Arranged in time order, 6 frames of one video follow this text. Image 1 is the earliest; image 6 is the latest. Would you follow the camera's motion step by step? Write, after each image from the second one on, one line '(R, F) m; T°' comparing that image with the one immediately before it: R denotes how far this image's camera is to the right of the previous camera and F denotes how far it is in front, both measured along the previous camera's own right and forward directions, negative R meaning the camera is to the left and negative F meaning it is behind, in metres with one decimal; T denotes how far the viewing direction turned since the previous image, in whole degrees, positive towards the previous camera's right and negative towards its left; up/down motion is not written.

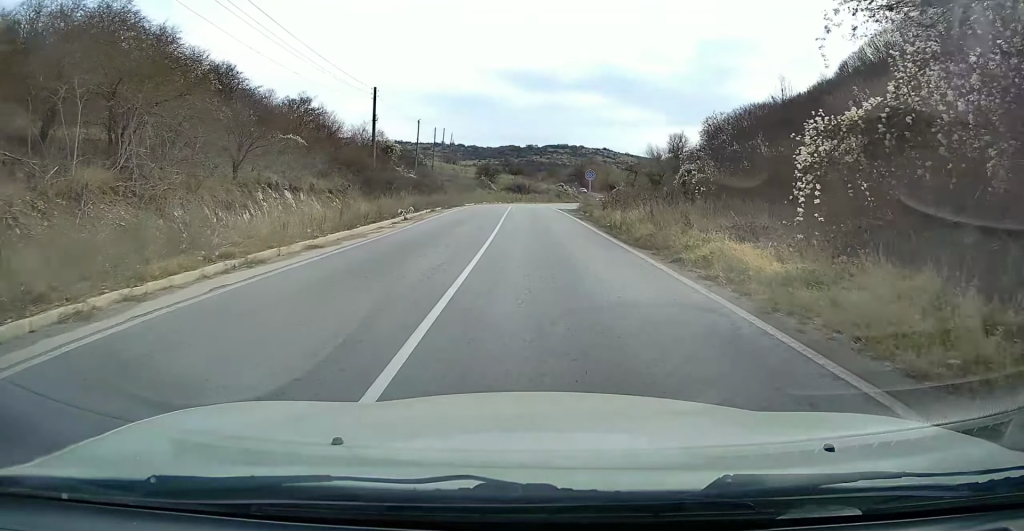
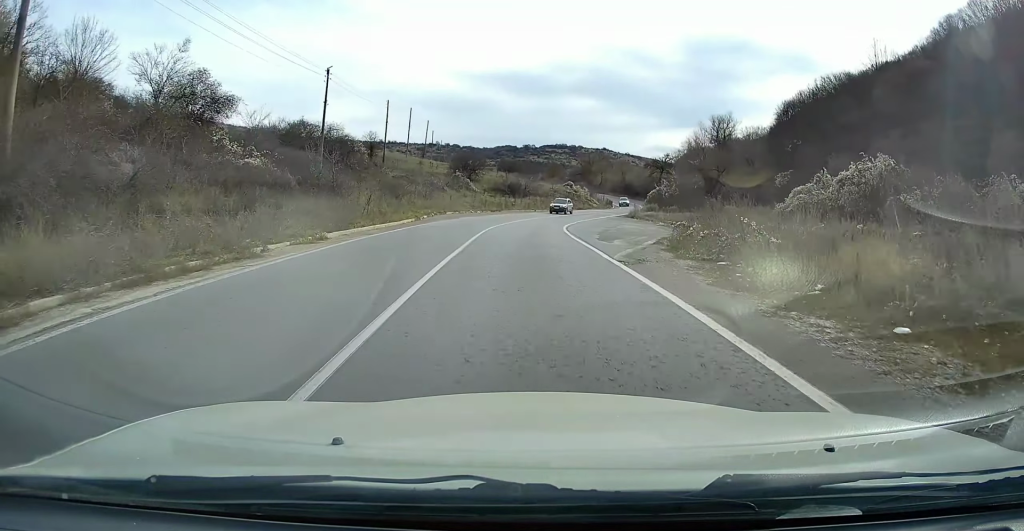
(-0.2, +38.1) m; 0°
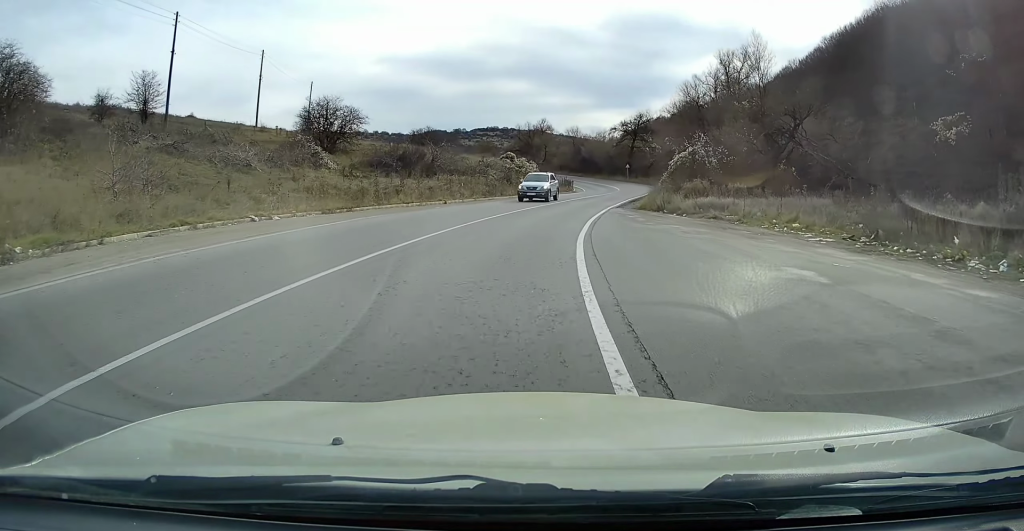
(+1.6, +39.0) m; +6°
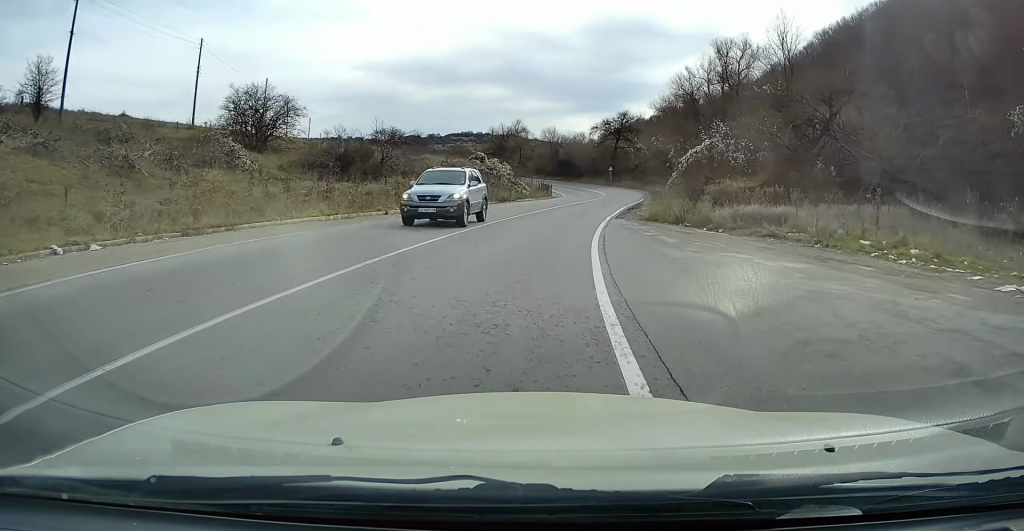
(+0.4, +9.3) m; +2°
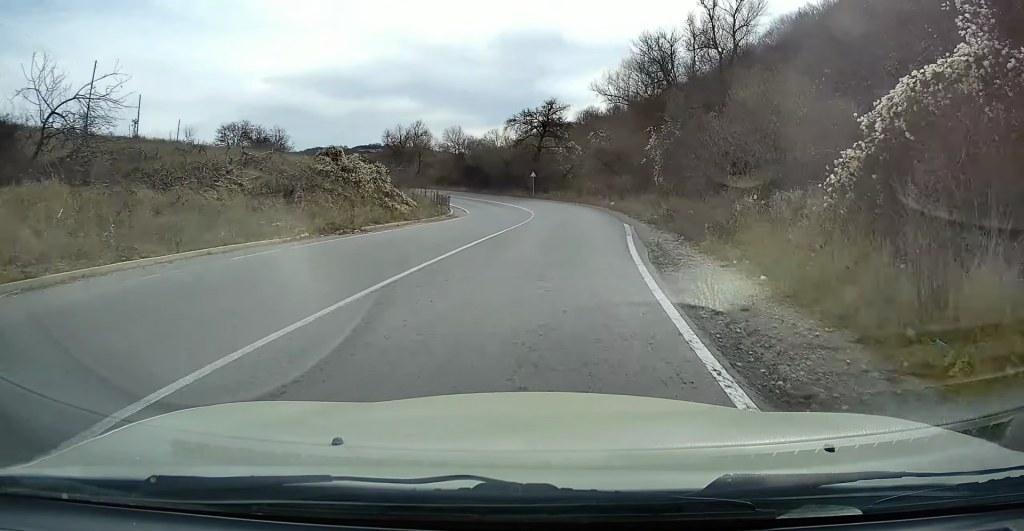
(+1.0, +23.4) m; +6°
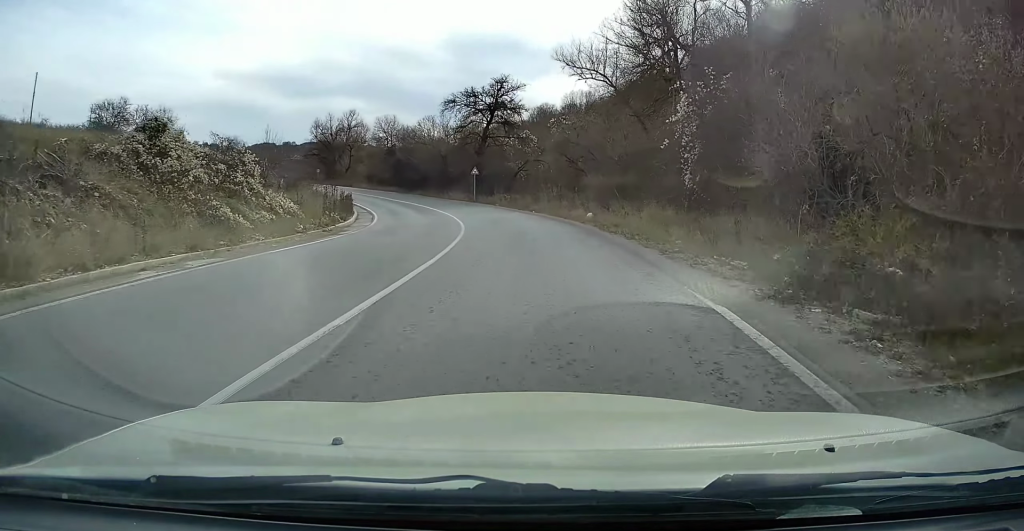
(+0.7, +15.2) m; +3°
